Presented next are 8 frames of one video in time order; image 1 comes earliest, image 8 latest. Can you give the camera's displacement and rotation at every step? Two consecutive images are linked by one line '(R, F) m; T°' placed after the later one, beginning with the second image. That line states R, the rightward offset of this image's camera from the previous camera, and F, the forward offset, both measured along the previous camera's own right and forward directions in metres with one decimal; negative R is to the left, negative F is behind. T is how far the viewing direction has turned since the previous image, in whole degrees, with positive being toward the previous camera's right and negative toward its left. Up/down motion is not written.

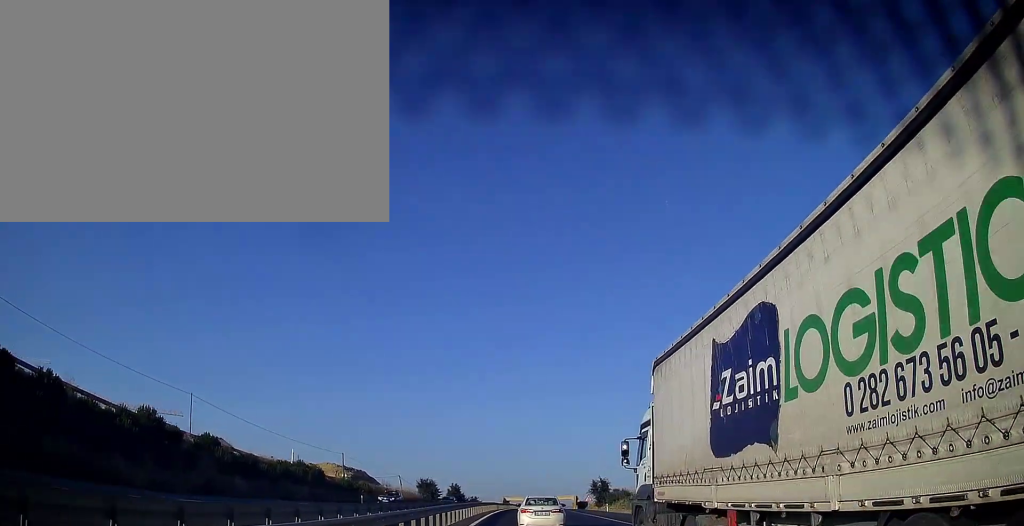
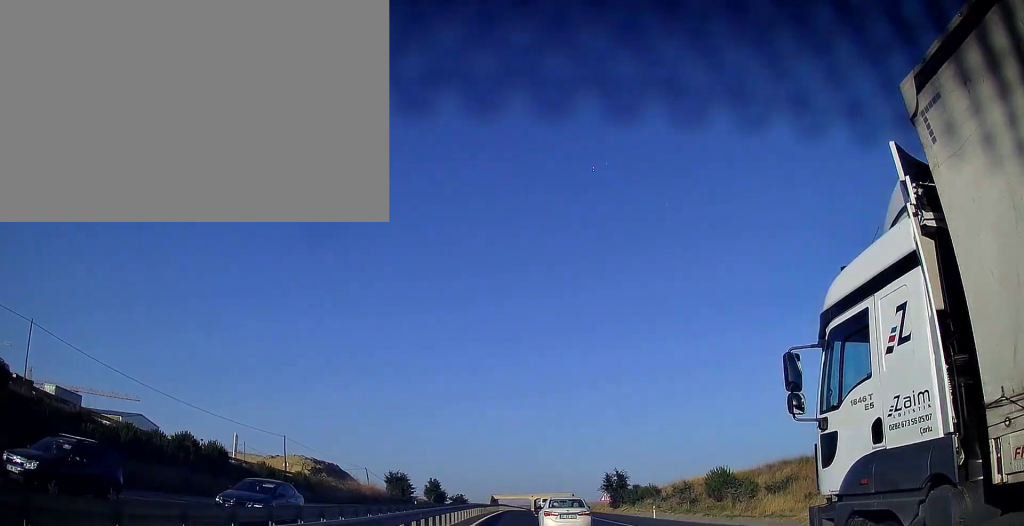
(+0.1, +23.8) m; +1°
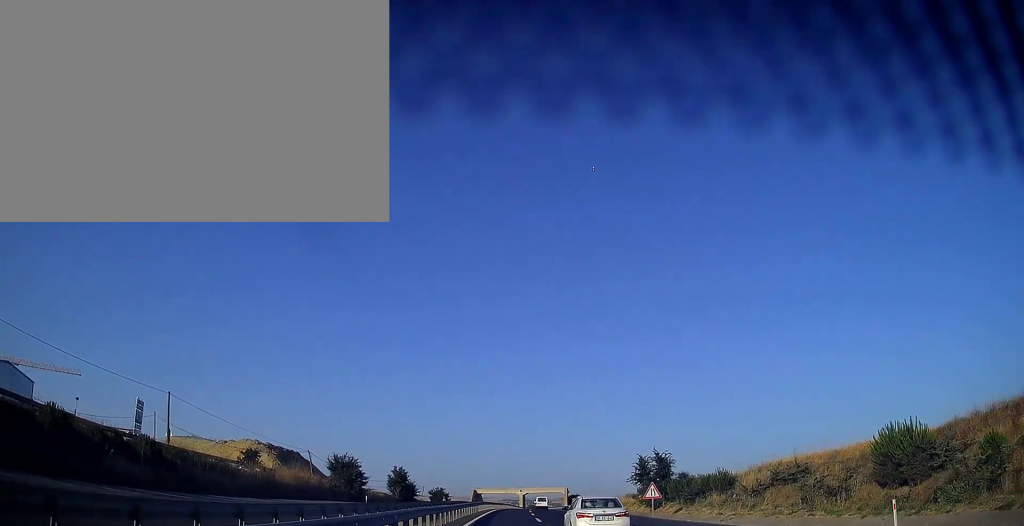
(+0.5, +28.1) m; +1°
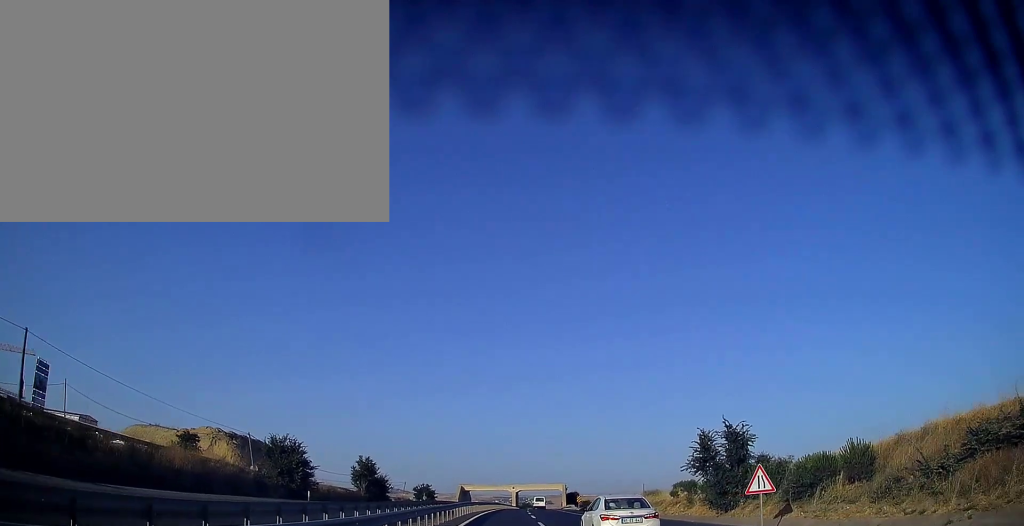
(+0.1, +19.4) m; 0°
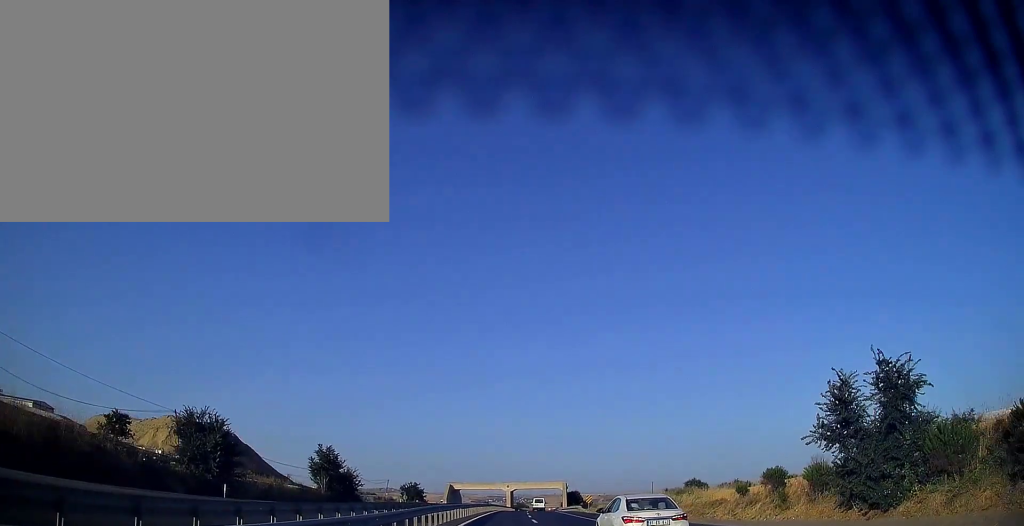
(-0.2, +15.3) m; 0°
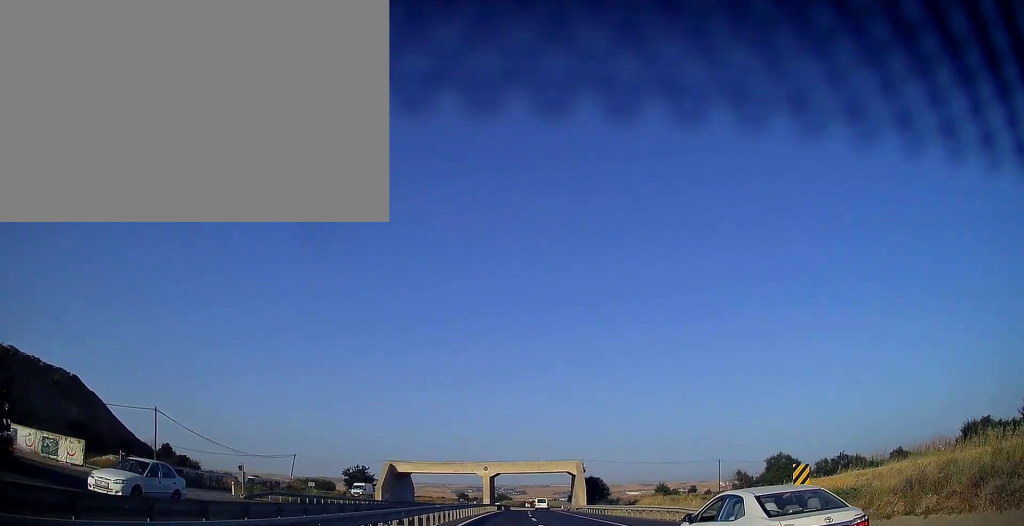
(+1.6, +58.6) m; +2°
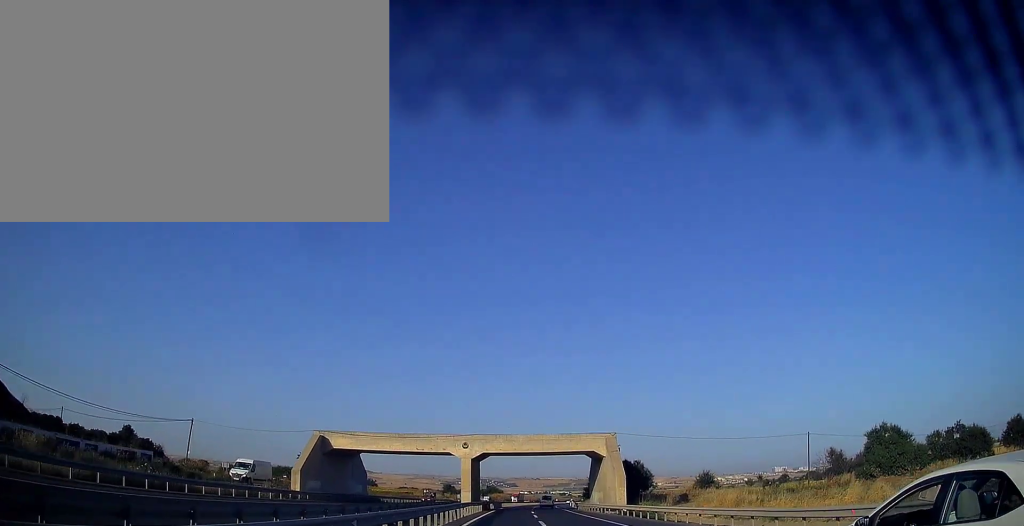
(+0.1, +29.8) m; +1°
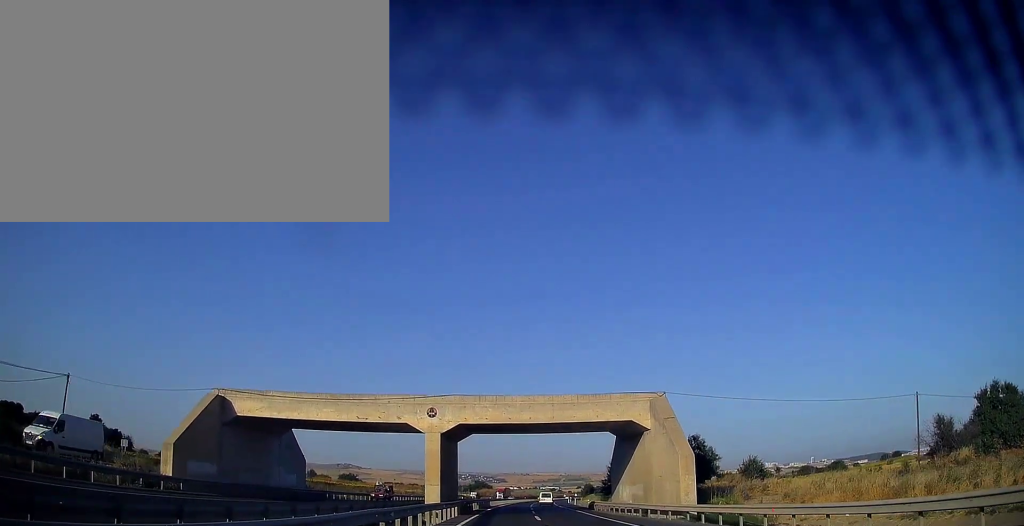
(+0.3, +21.3) m; +1°
